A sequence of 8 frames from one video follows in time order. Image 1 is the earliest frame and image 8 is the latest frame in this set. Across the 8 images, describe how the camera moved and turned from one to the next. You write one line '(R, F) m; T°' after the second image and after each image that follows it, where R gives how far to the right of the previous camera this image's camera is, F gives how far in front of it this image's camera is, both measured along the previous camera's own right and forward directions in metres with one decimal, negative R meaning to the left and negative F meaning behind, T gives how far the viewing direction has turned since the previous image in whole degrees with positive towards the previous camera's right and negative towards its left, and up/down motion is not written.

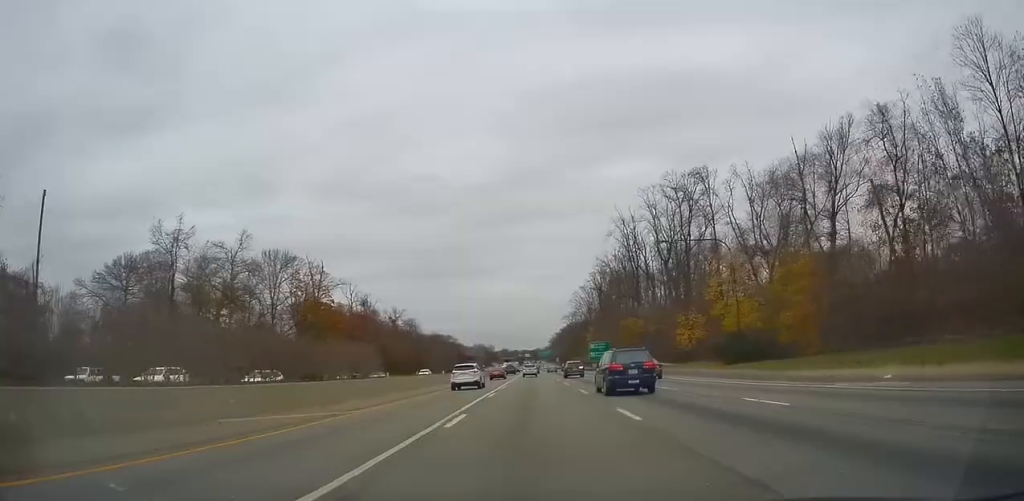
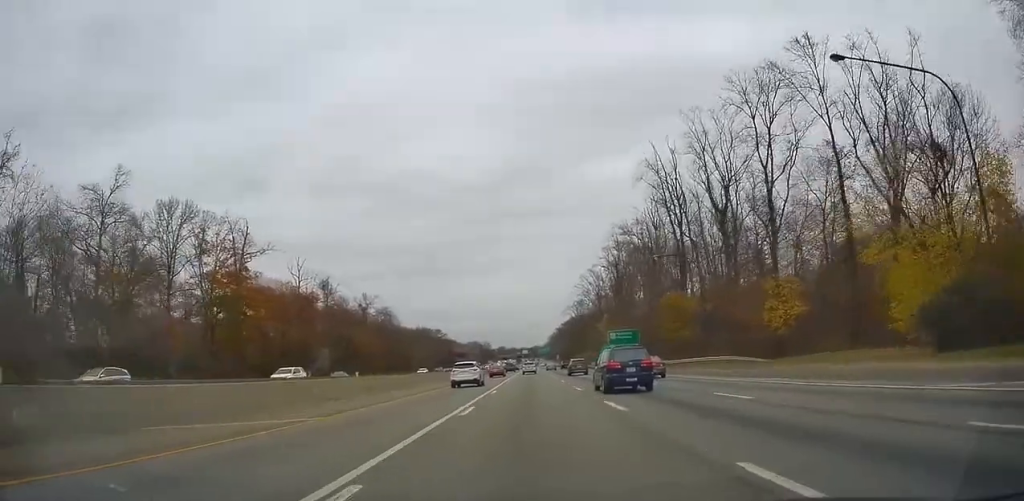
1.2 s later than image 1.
(0.0, +34.6) m; -1°
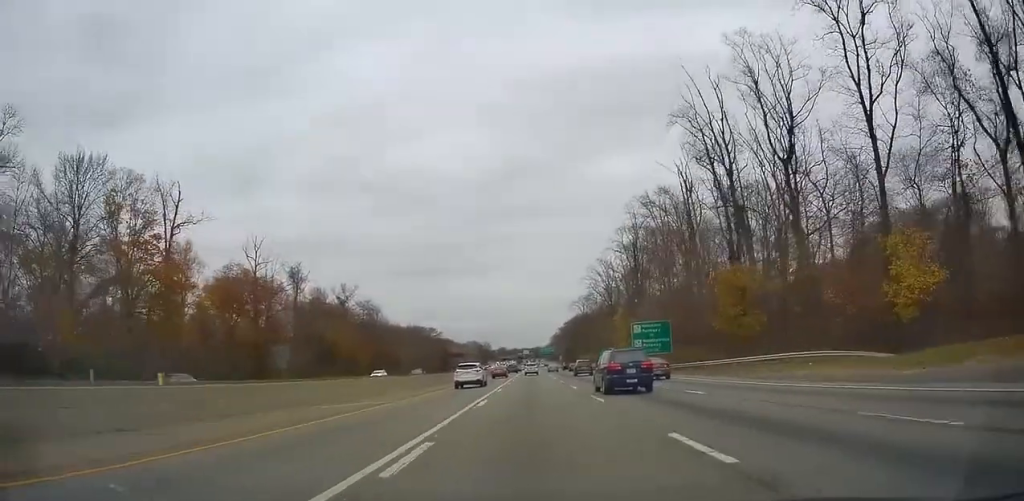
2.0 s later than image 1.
(-0.3, +20.7) m; 0°
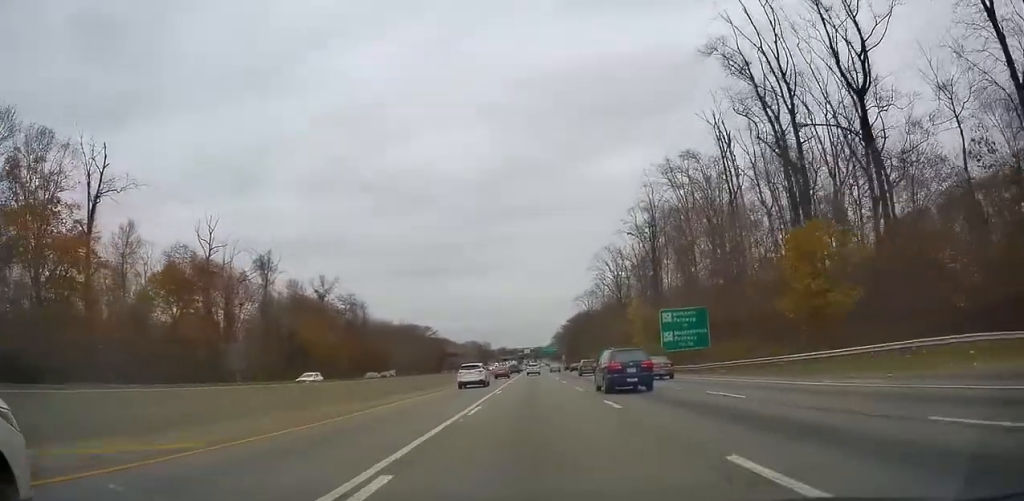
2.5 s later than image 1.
(-0.1, +15.9) m; 0°
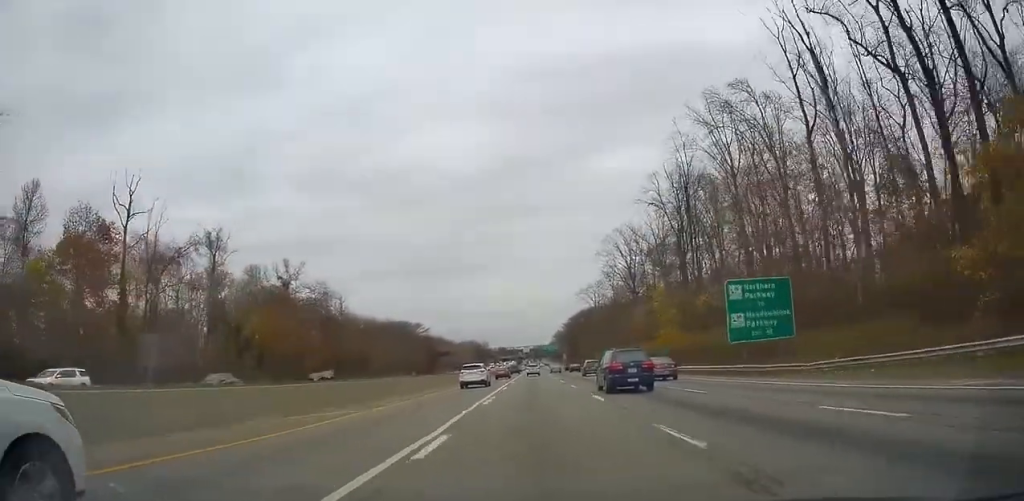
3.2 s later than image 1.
(+0.3, +20.1) m; +1°
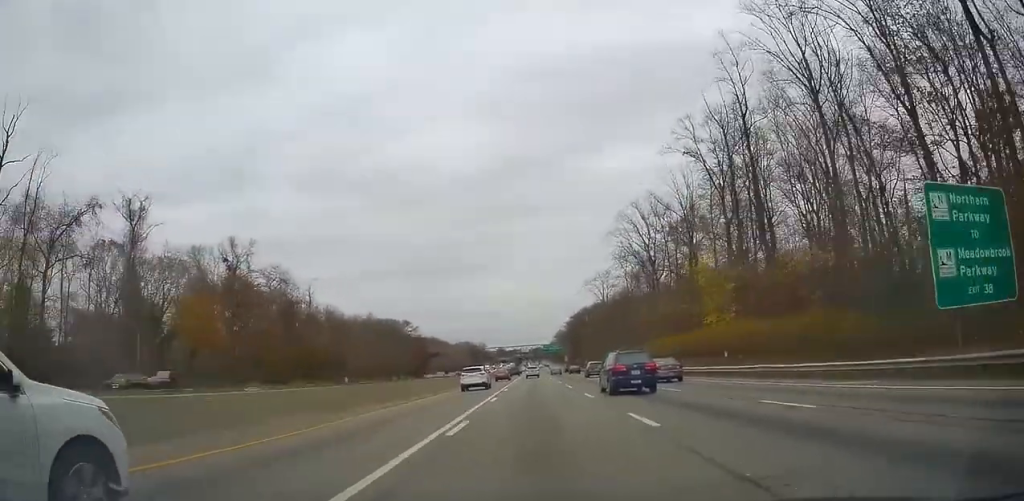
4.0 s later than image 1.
(+0.1, +21.5) m; 0°
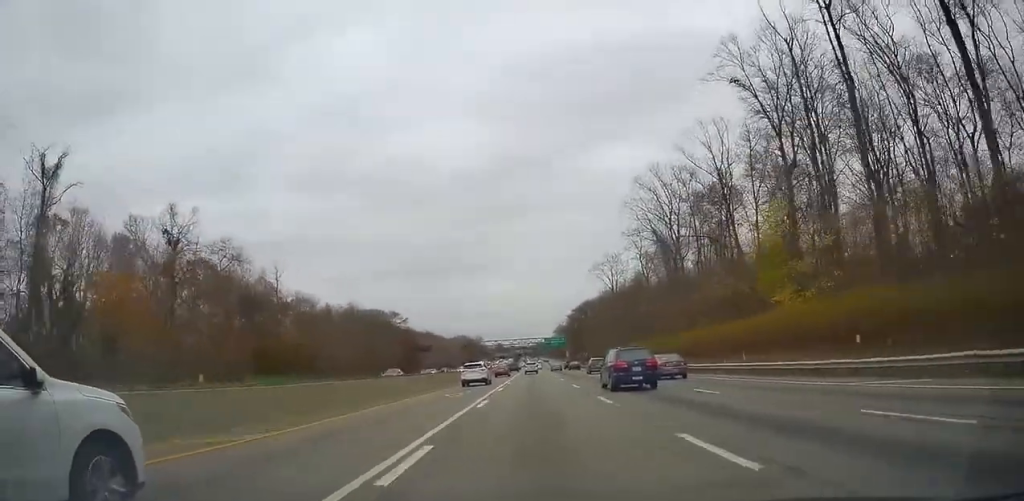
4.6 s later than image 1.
(0.0, +17.3) m; 0°
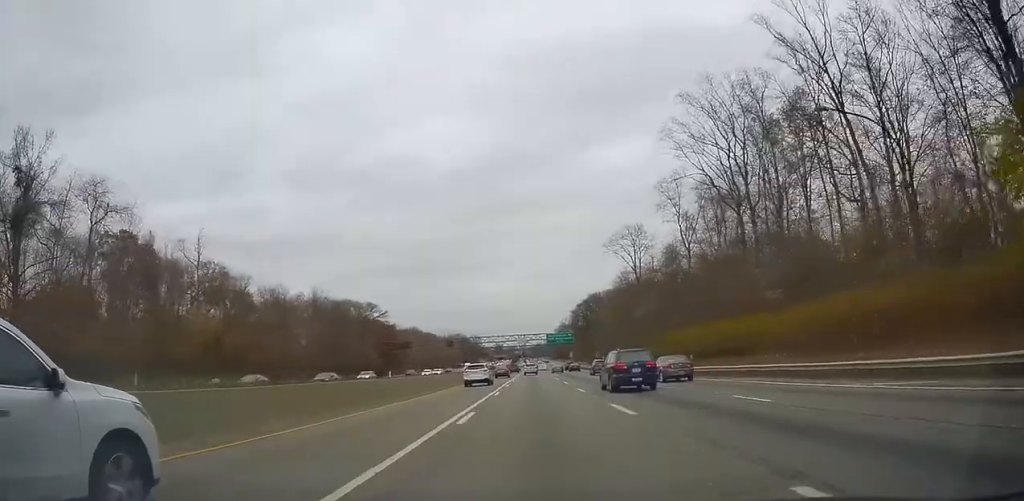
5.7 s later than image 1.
(-0.2, +29.3) m; -1°
